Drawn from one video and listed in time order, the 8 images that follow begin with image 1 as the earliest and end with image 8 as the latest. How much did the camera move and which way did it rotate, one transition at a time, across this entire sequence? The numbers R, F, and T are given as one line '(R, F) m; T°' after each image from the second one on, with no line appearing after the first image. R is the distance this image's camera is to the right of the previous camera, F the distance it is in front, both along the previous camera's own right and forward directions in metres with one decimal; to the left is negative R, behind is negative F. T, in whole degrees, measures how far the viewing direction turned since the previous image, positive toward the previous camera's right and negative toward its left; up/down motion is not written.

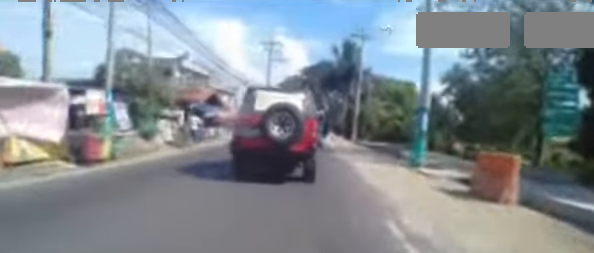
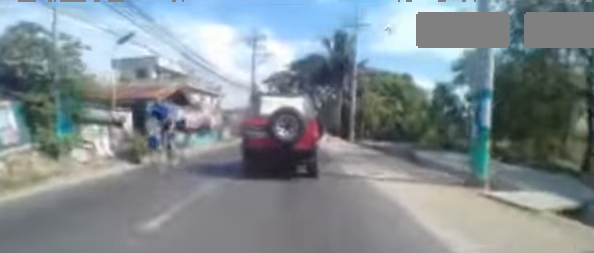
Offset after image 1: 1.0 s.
(-0.3, +4.6) m; -4°
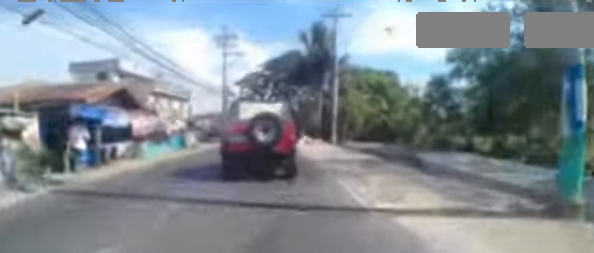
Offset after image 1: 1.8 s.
(-0.1, +3.5) m; +4°
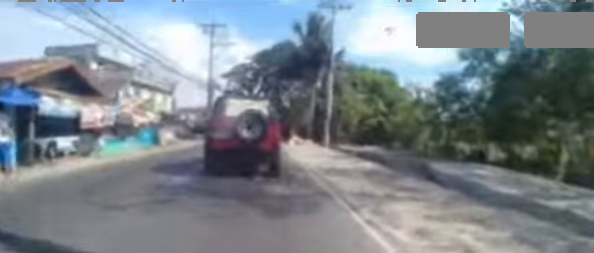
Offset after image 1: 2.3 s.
(+0.2, +2.7) m; +1°
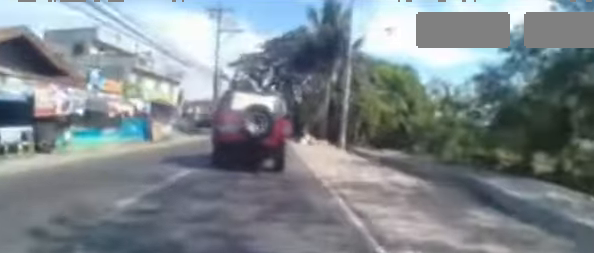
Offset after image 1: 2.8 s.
(+0.2, +2.5) m; 0°
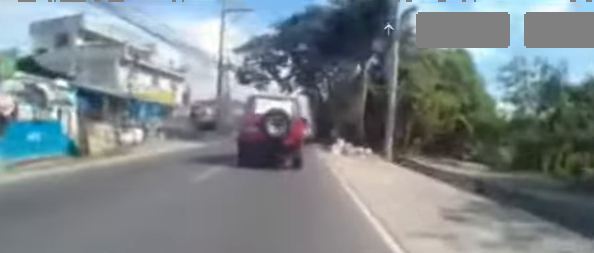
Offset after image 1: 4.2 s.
(-0.6, +7.2) m; -4°
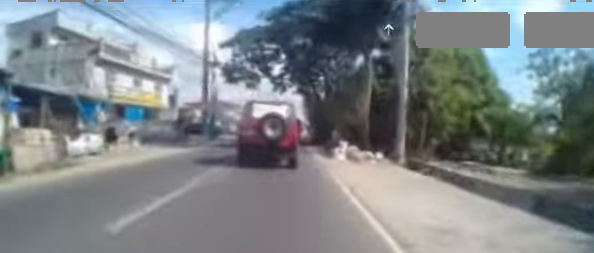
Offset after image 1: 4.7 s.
(0.0, +2.8) m; 0°
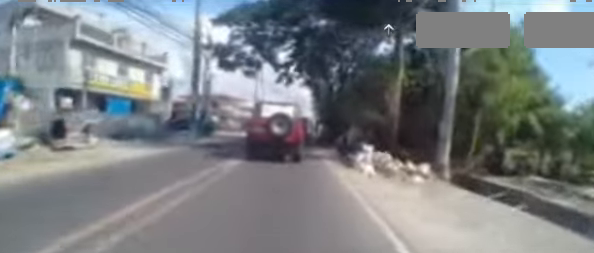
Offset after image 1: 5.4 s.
(0.0, +4.4) m; +1°
